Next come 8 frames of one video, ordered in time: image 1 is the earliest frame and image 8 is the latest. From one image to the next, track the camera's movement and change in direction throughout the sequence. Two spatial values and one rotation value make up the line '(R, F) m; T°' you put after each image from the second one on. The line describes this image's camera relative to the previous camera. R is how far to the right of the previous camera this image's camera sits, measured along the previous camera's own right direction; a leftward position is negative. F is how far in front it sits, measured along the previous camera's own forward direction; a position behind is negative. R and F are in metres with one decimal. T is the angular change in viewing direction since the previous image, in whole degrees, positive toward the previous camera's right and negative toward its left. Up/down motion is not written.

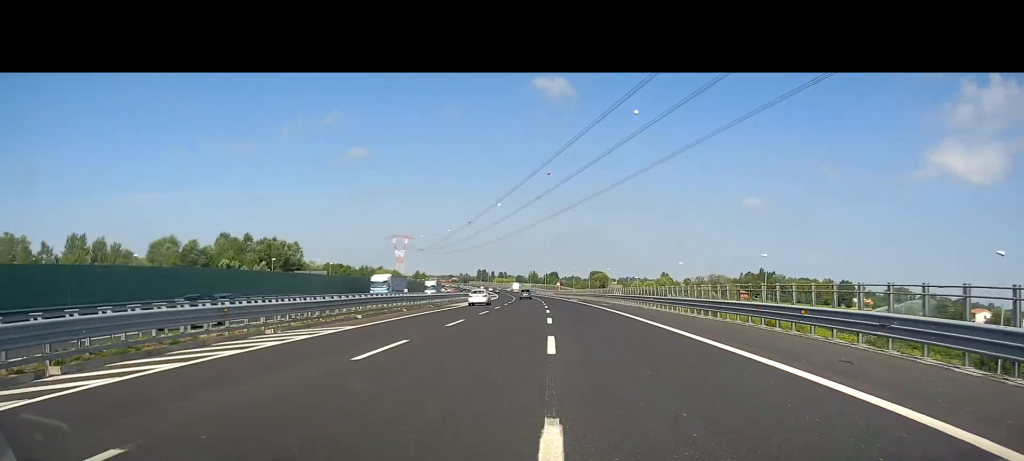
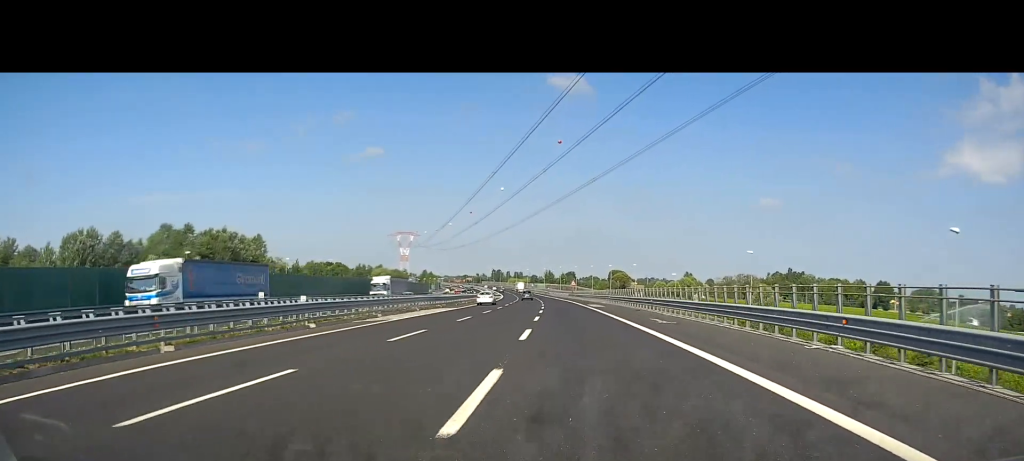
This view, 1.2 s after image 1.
(-0.3, +30.9) m; -2°
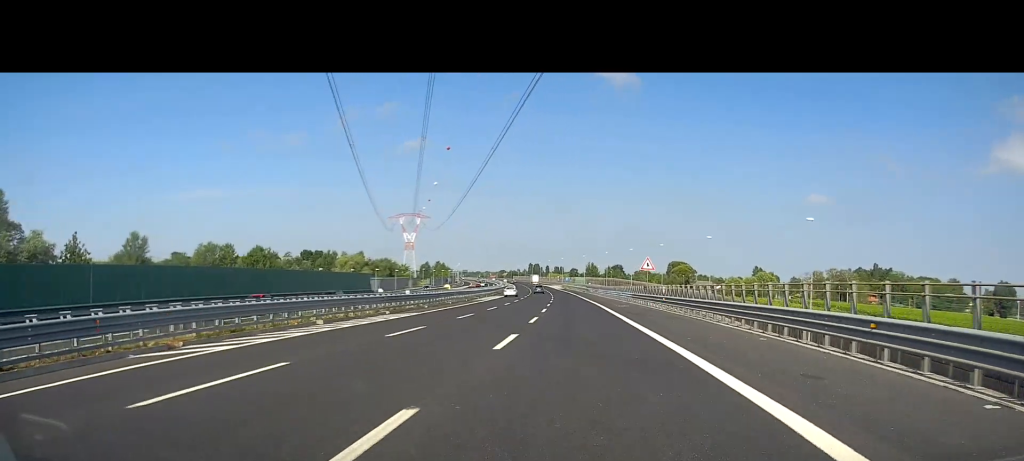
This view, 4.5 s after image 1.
(-1.6, +84.8) m; -2°
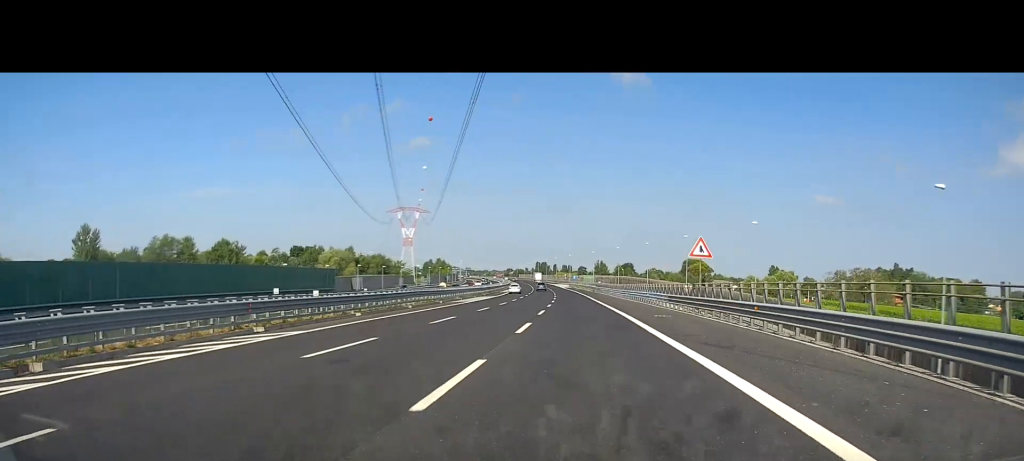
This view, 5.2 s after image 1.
(-0.2, +18.6) m; -1°
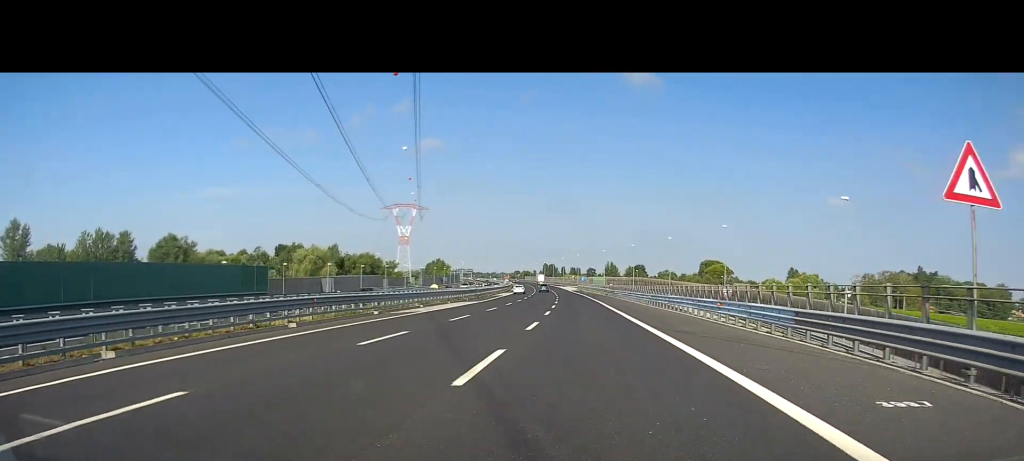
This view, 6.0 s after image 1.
(-0.3, +21.4) m; -1°
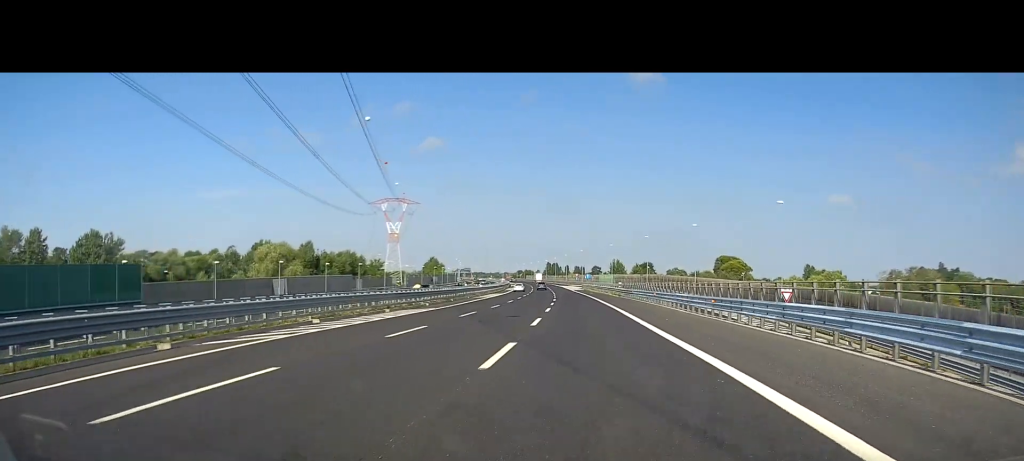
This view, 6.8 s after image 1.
(-0.3, +21.5) m; -1°
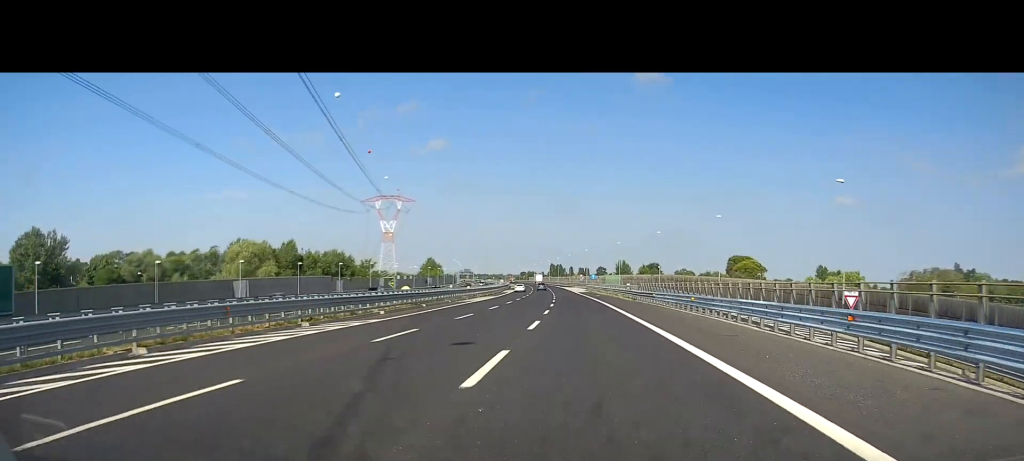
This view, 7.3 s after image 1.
(0.0, +13.4) m; 0°
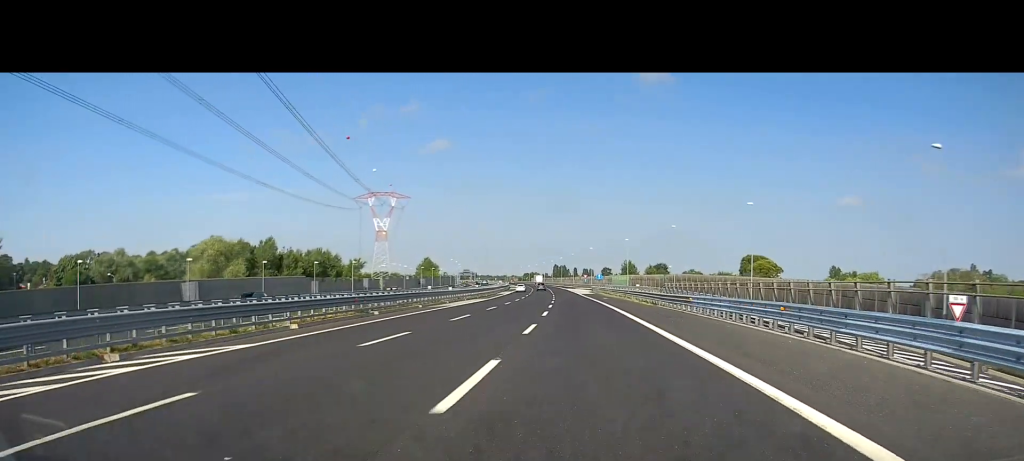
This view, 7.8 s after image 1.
(0.0, +13.4) m; 0°
